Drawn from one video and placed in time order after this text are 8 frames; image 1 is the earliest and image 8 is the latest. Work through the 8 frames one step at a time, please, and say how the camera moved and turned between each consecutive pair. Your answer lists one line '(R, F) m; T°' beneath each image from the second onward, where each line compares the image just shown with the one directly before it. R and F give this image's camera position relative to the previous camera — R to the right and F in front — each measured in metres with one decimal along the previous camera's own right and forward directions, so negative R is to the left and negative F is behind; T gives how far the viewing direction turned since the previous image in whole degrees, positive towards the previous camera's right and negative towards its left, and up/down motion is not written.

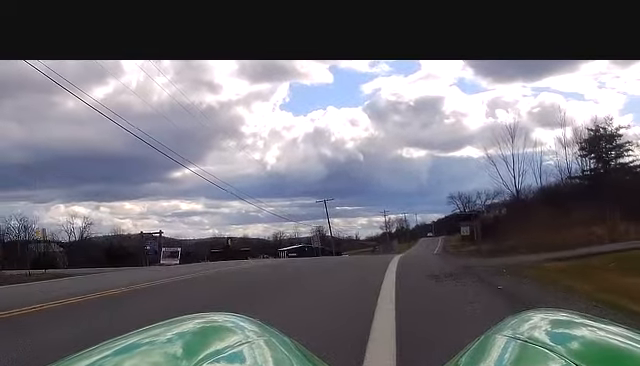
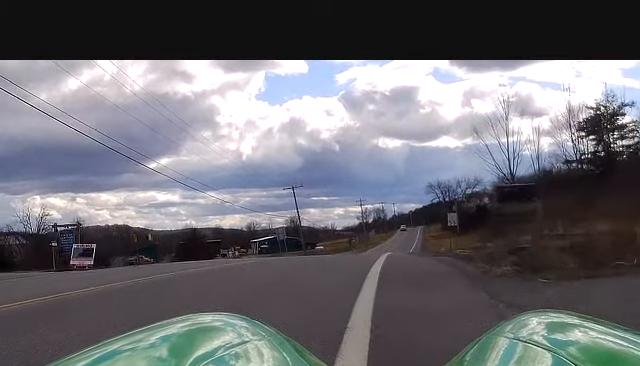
(+0.9, +12.6) m; +1°
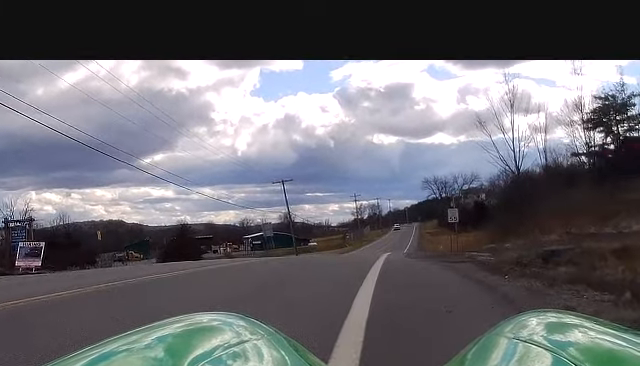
(-0.1, +6.0) m; 0°
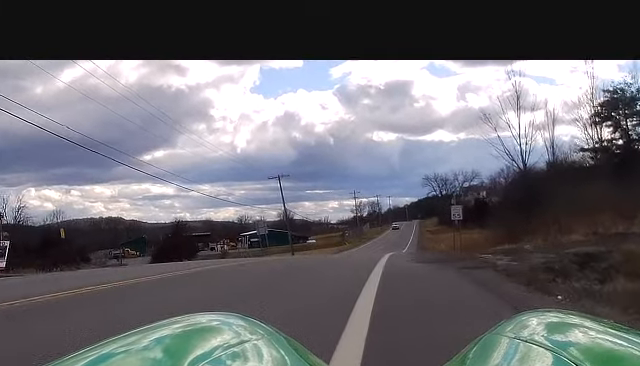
(0.0, +3.6) m; +1°
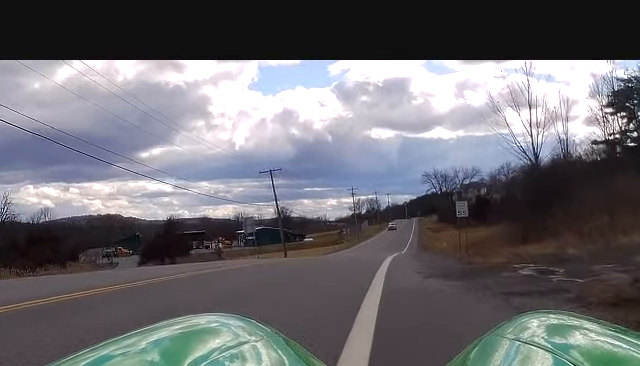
(0.0, +6.2) m; +1°
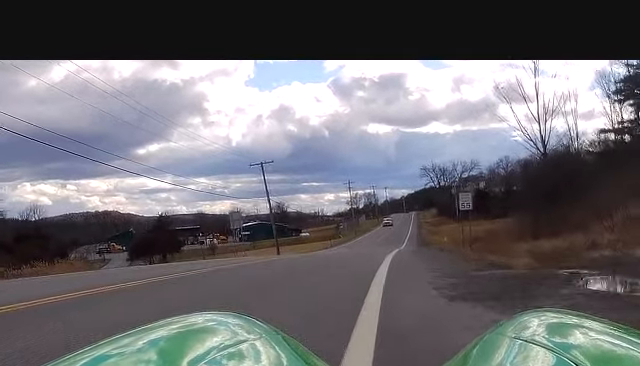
(+0.1, +4.7) m; 0°
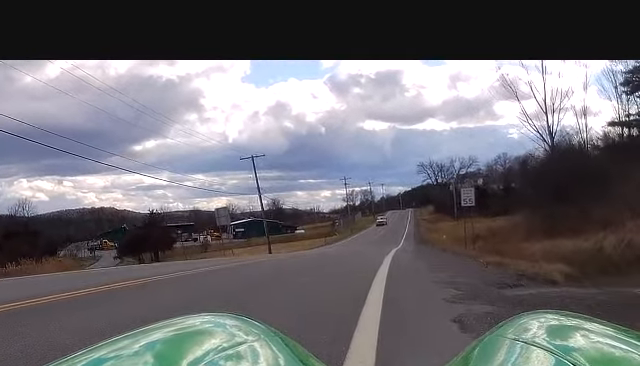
(0.0, +4.1) m; 0°
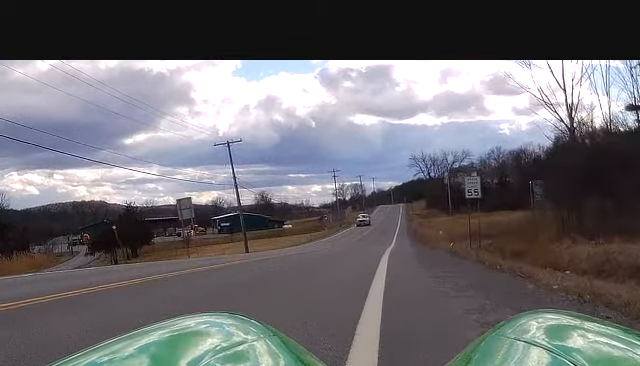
(0.0, +8.8) m; +1°
